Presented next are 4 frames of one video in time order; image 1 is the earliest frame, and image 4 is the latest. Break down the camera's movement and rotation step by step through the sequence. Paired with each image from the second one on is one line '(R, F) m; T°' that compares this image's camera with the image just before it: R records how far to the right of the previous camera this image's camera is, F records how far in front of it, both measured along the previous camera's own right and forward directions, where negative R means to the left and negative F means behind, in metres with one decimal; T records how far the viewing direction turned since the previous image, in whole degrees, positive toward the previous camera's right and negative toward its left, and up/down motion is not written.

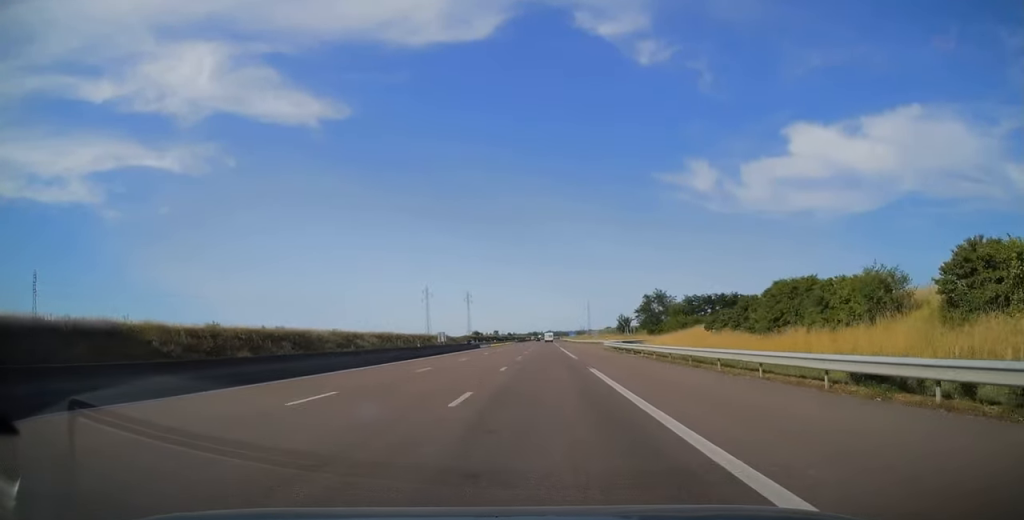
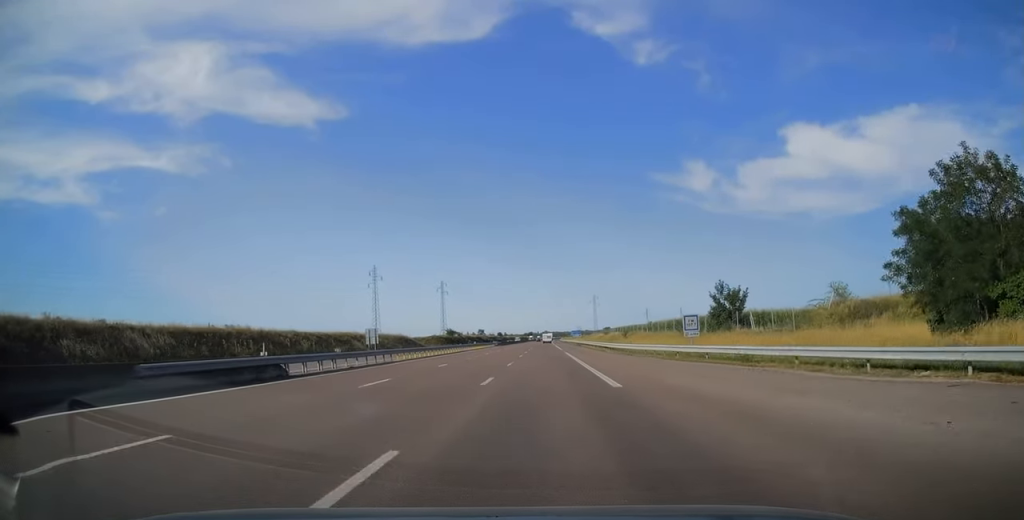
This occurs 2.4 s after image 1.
(-0.3, +72.7) m; 0°
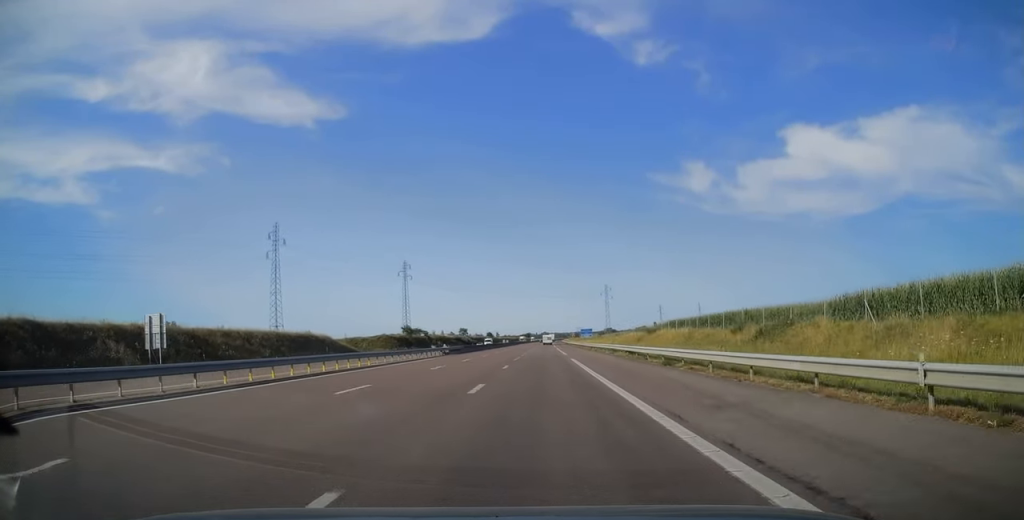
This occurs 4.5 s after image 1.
(+0.3, +66.9) m; 0°
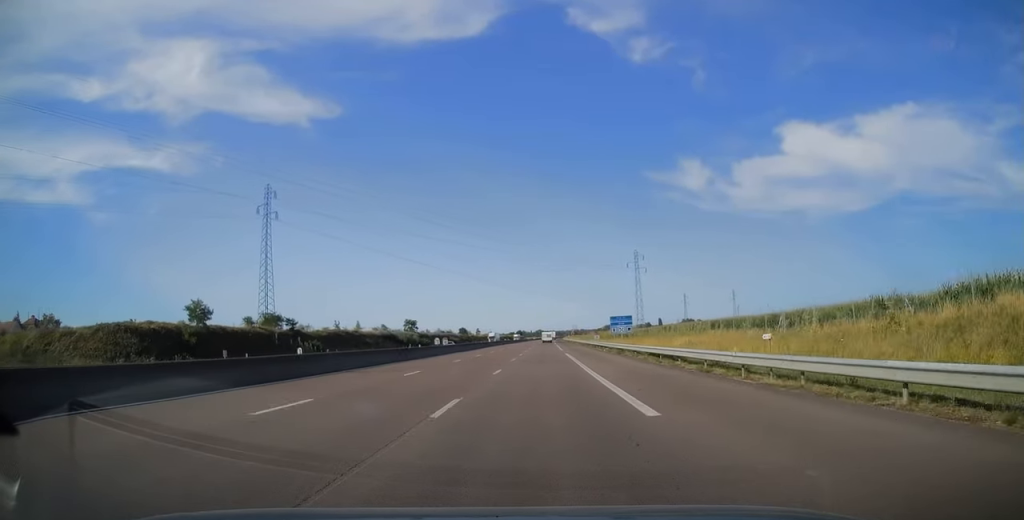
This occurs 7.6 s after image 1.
(+0.3, +95.3) m; 0°
